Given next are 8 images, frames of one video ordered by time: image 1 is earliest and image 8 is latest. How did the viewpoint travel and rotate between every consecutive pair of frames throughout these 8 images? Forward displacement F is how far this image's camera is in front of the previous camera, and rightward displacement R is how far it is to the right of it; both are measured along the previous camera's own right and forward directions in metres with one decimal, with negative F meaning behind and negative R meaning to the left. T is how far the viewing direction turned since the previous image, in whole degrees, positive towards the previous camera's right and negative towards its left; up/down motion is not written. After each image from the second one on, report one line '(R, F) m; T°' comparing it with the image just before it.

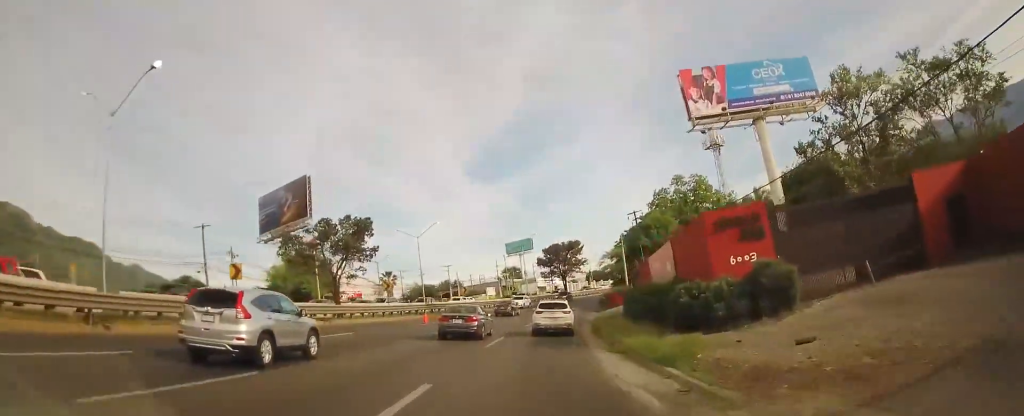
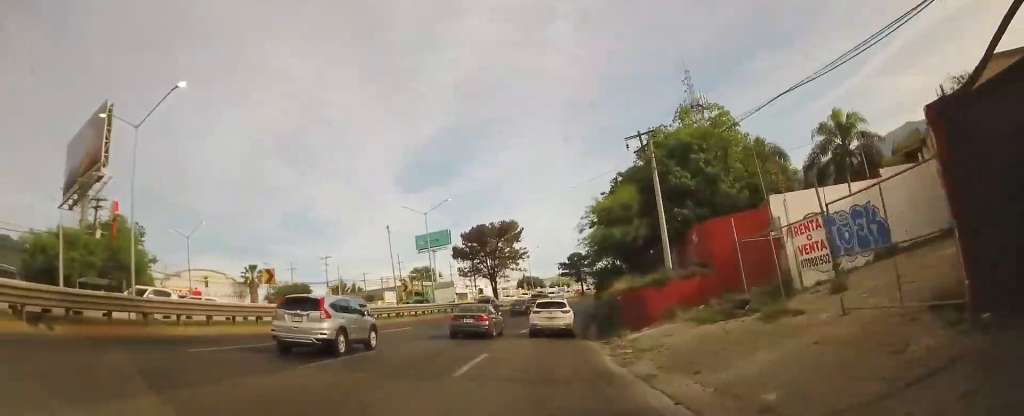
(+2.1, +37.8) m; +6°
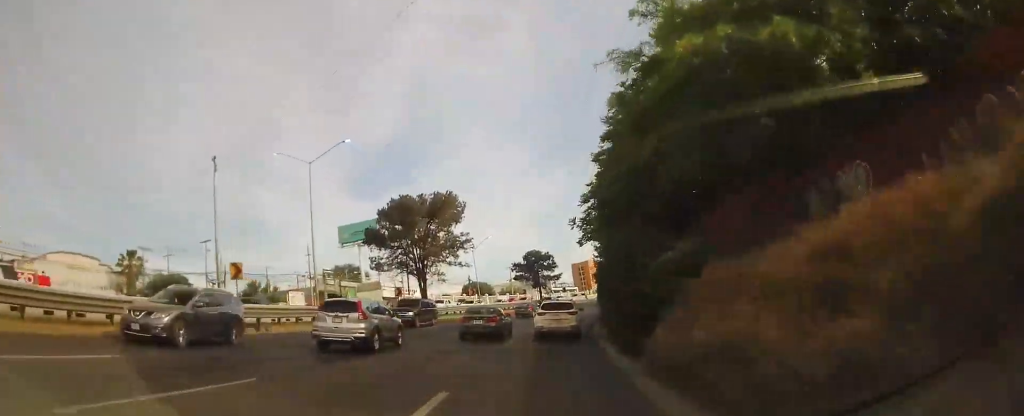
(+0.8, +22.1) m; +5°
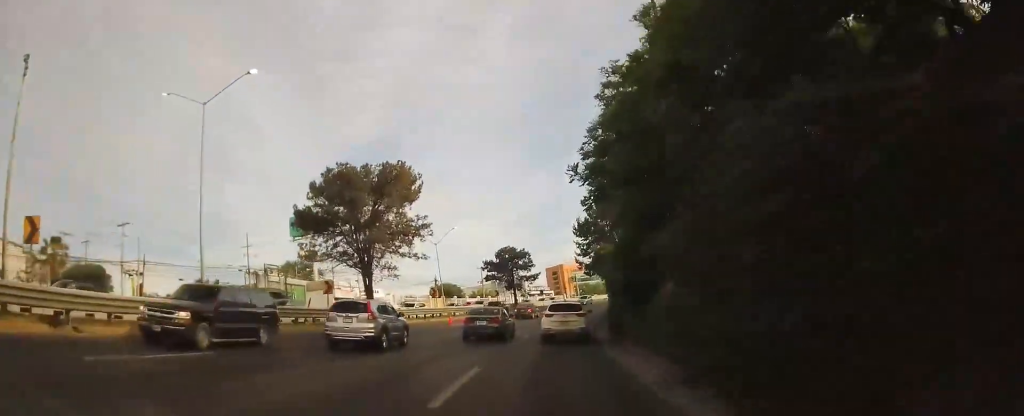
(+0.3, +11.1) m; +3°
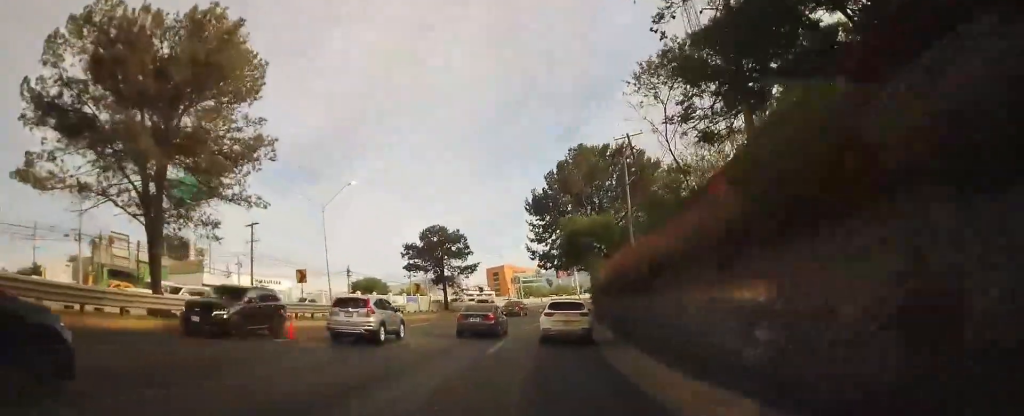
(+1.0, +20.6) m; +8°
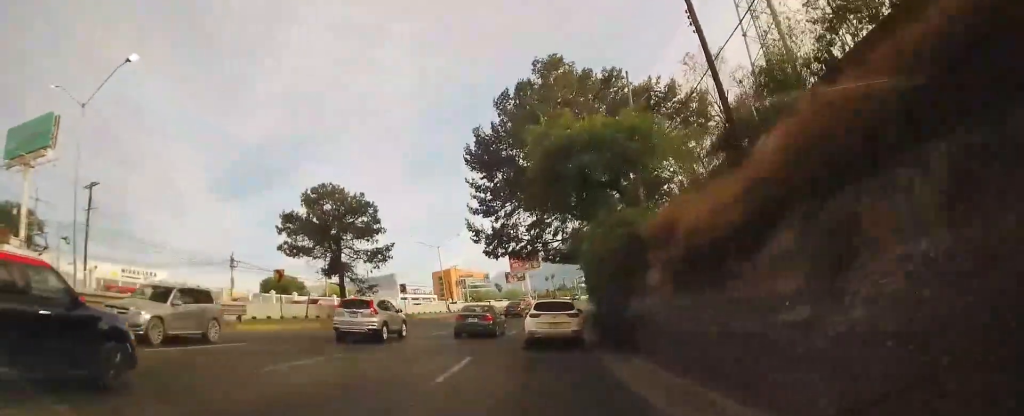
(+1.4, +20.8) m; +3°
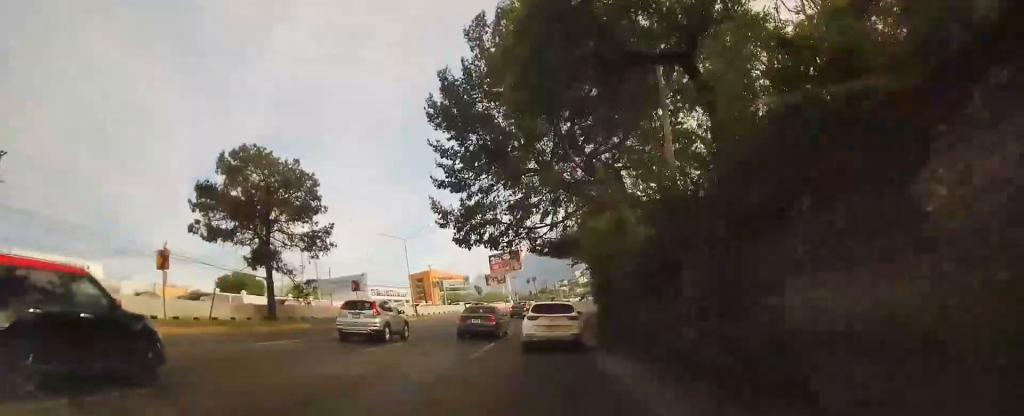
(-0.3, +9.1) m; 0°
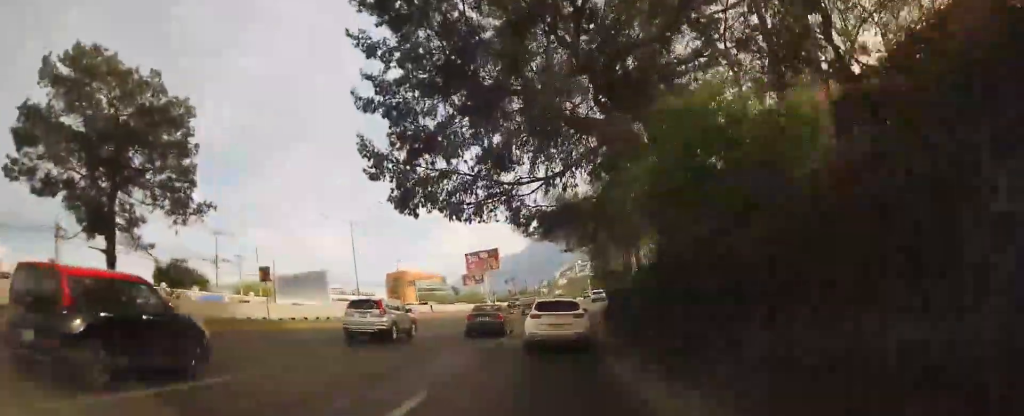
(+0.2, +11.7) m; +3°
